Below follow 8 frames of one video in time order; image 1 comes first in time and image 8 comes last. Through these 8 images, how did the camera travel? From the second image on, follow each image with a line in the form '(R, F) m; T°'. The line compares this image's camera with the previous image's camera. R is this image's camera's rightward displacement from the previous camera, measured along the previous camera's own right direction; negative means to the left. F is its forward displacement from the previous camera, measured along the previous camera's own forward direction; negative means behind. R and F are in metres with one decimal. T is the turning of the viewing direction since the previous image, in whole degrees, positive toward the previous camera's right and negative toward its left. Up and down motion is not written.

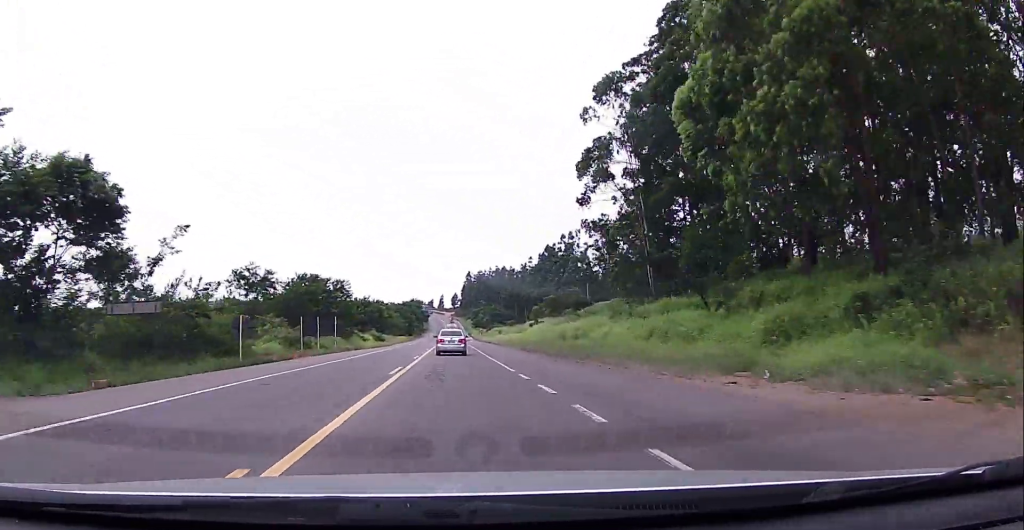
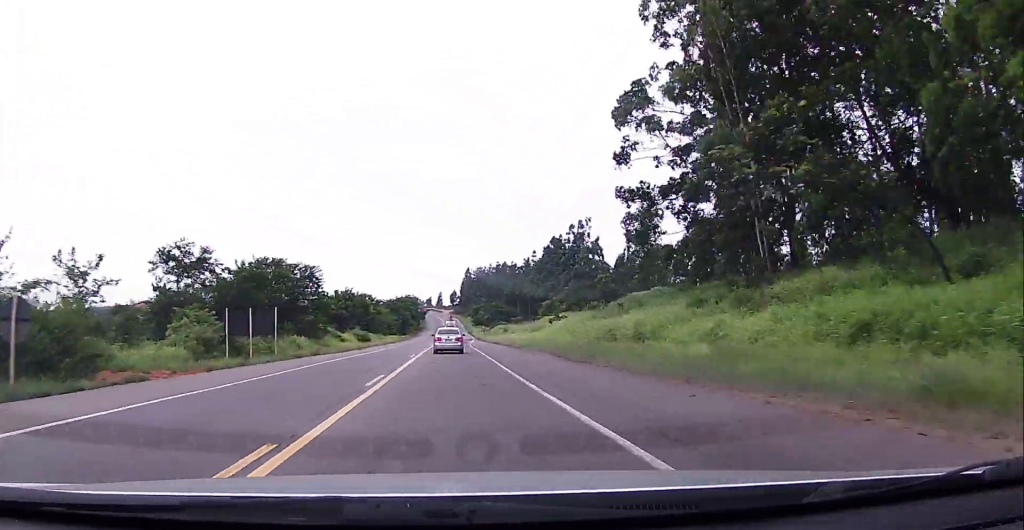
(-0.2, +16.5) m; 0°
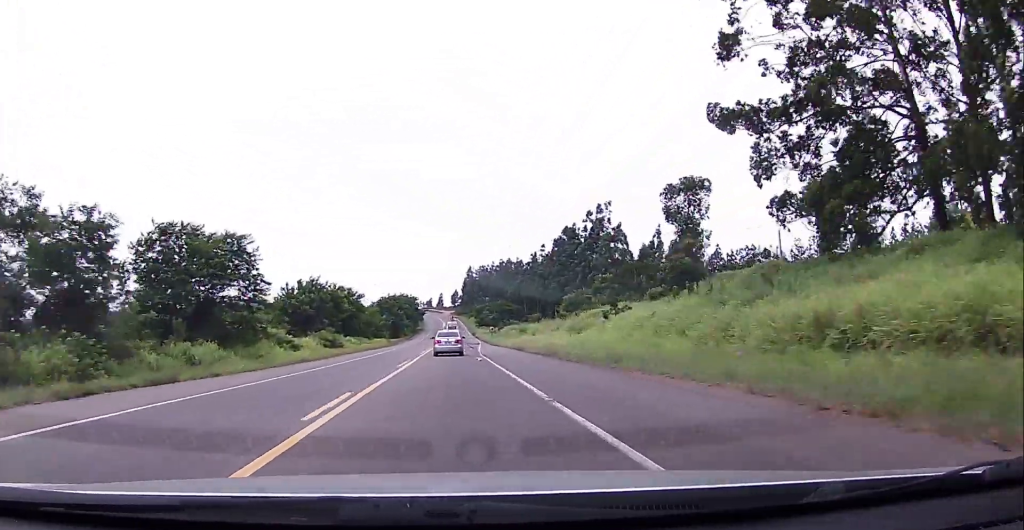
(0.0, +22.0) m; +1°
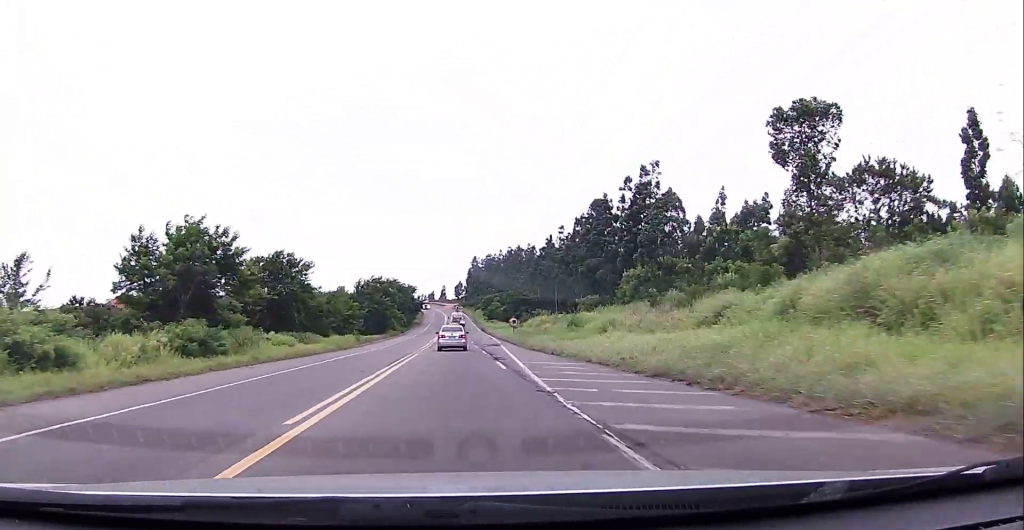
(+0.7, +33.0) m; 0°
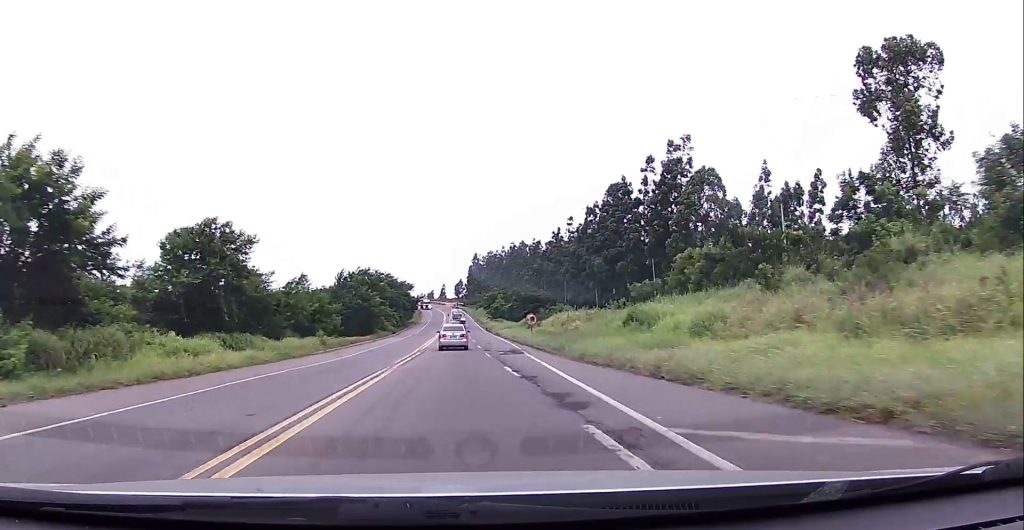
(-0.4, +16.2) m; -1°
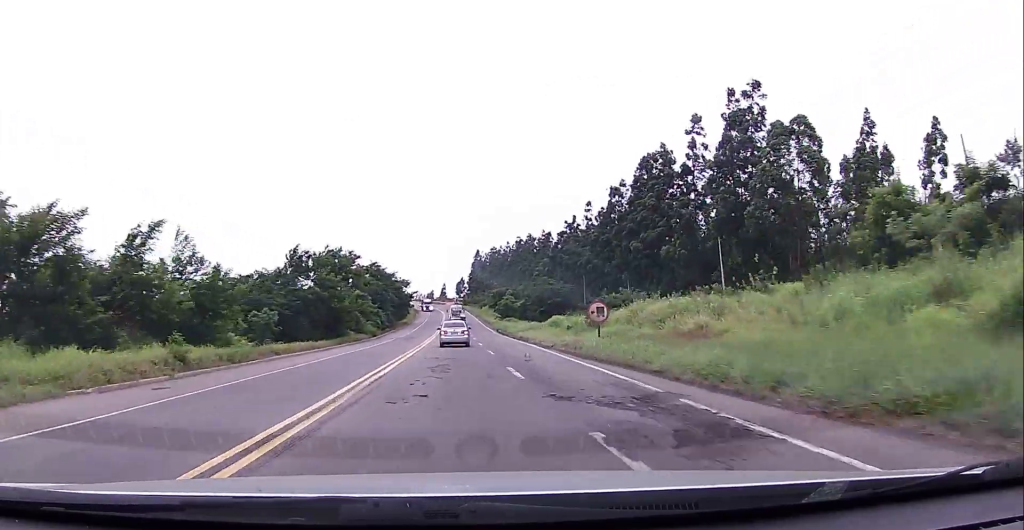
(-0.4, +25.1) m; -1°
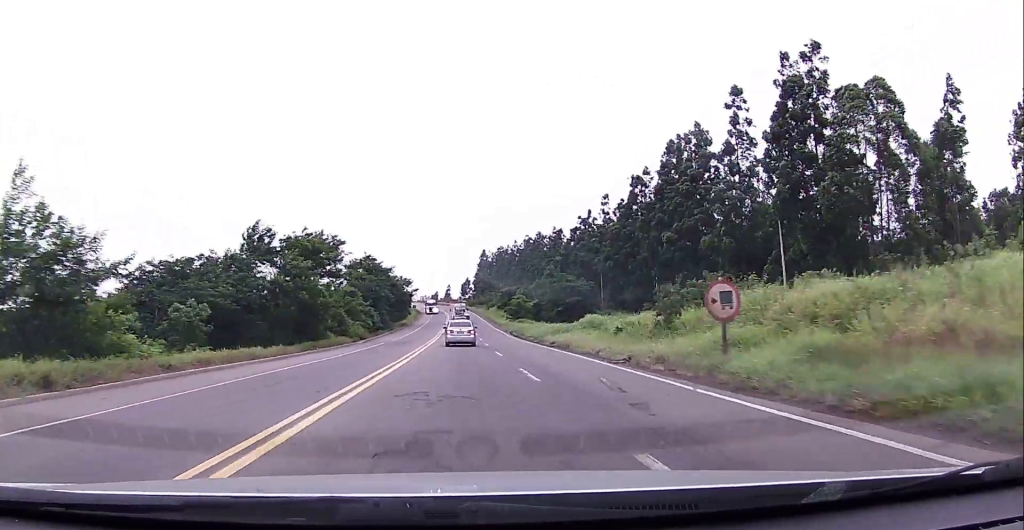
(+0.1, +13.4) m; 0°
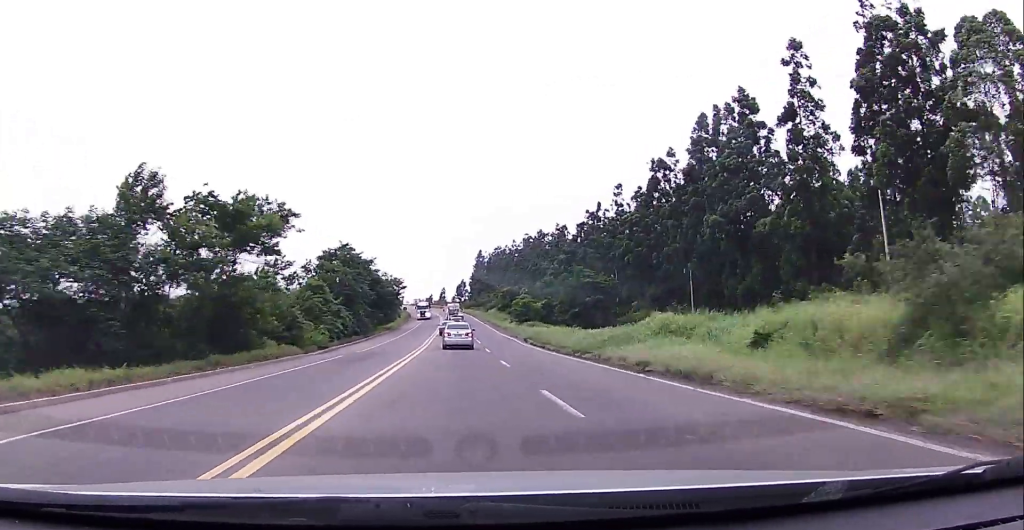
(0.0, +16.9) m; 0°
